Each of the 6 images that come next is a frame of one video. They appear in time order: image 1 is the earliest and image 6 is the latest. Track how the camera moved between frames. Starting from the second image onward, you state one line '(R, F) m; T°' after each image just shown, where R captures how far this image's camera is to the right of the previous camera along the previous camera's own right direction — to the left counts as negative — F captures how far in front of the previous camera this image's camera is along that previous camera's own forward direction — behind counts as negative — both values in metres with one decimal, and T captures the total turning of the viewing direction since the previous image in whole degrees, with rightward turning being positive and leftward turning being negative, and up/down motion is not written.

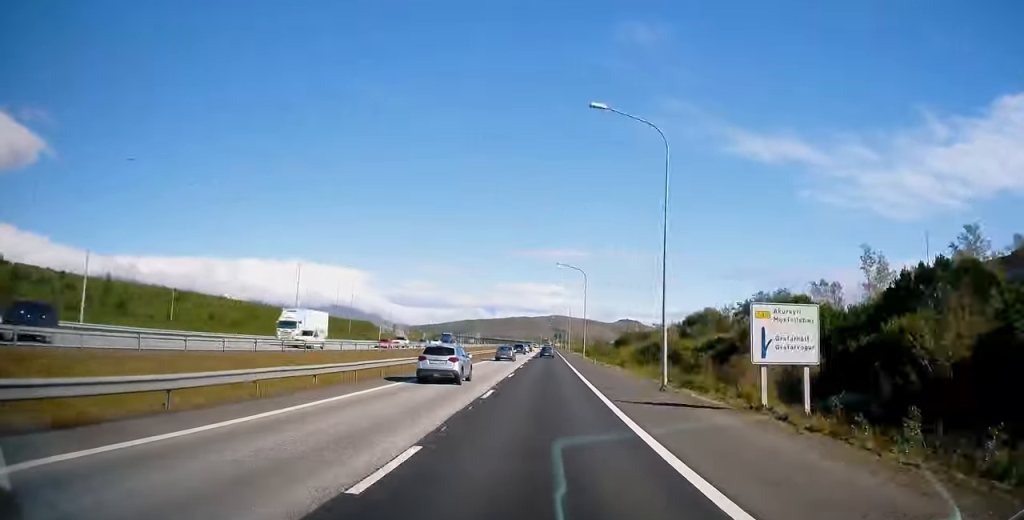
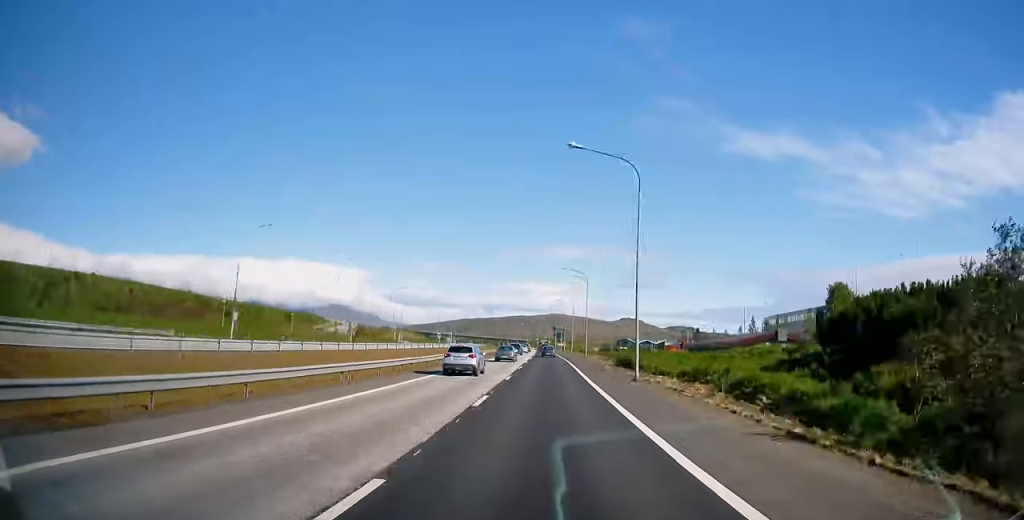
(-0.2, +93.9) m; 0°
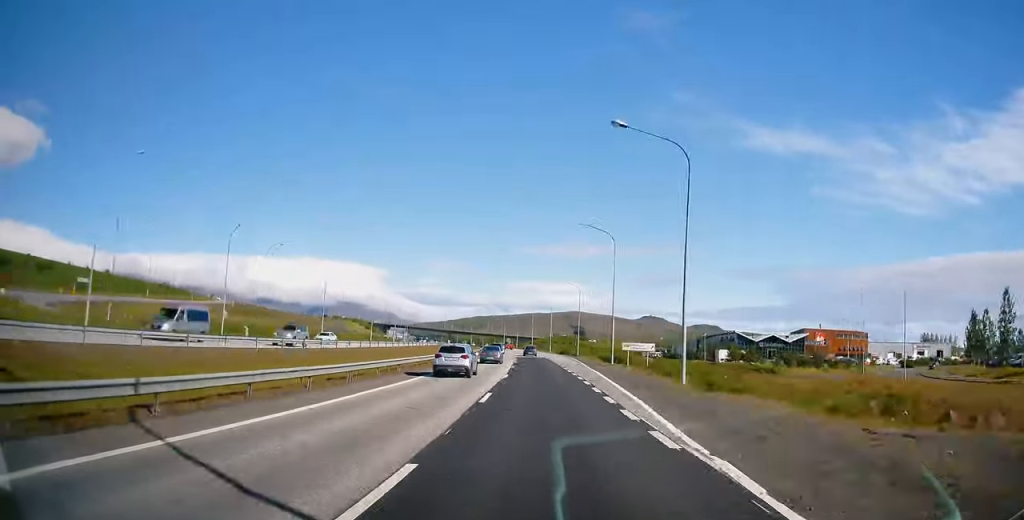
(-0.8, +149.1) m; -3°
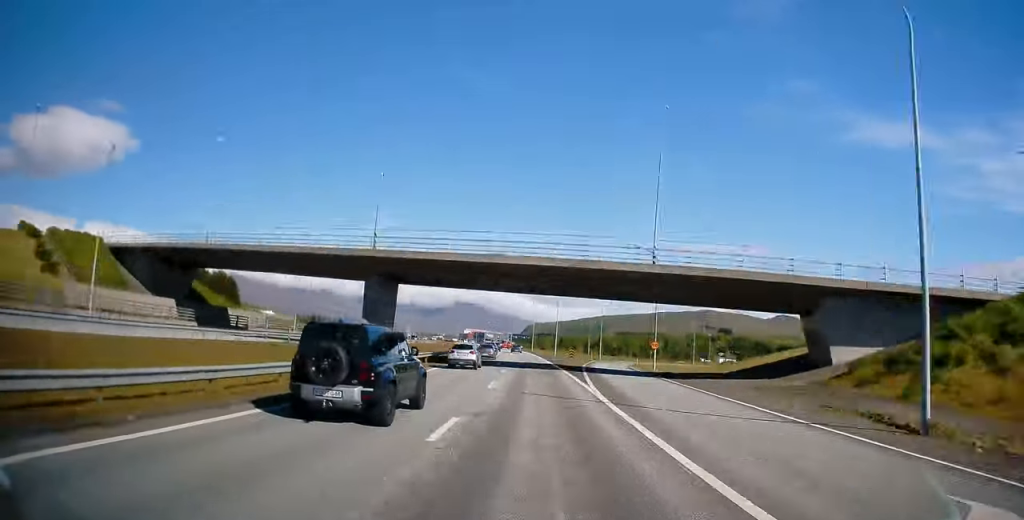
(-27.9, +234.3) m; -13°
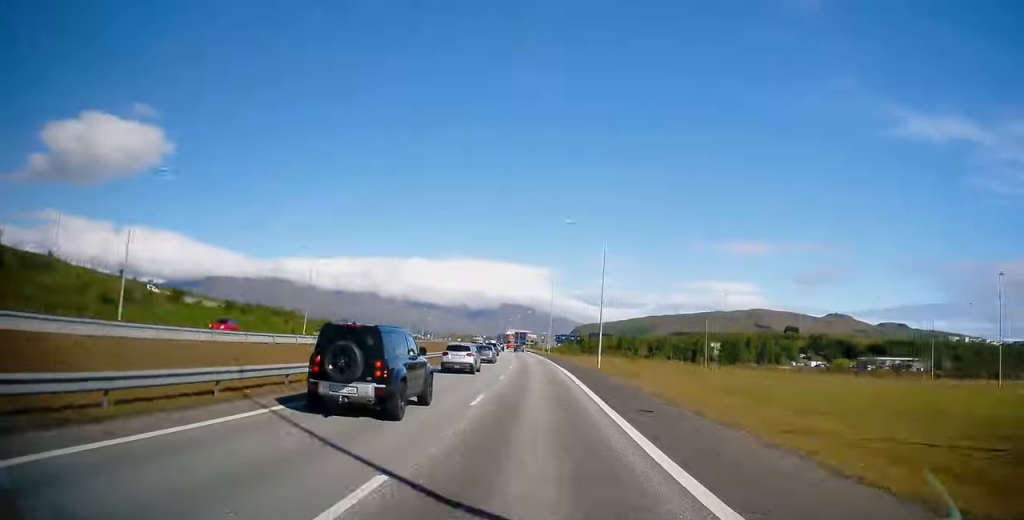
(-3.1, +86.9) m; -4°
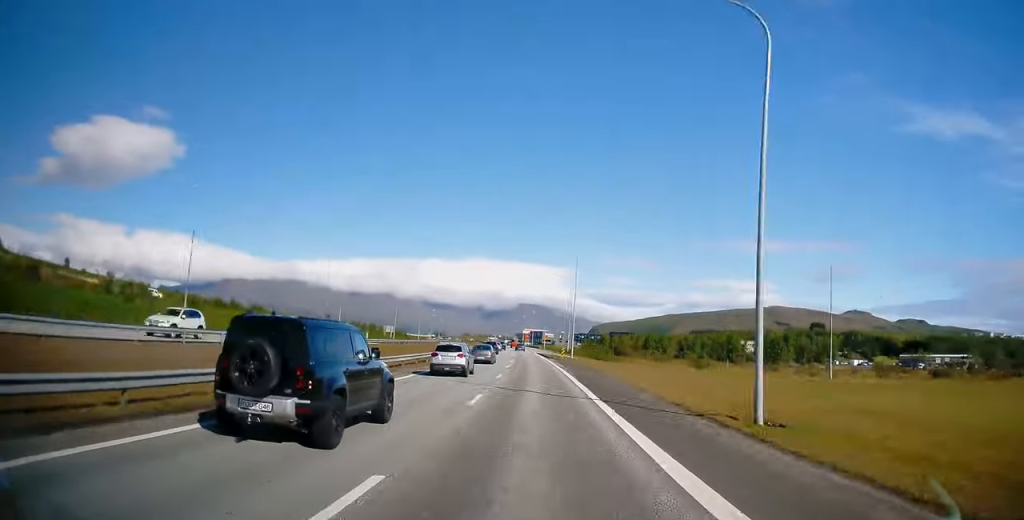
(0.0, +34.8) m; -2°
